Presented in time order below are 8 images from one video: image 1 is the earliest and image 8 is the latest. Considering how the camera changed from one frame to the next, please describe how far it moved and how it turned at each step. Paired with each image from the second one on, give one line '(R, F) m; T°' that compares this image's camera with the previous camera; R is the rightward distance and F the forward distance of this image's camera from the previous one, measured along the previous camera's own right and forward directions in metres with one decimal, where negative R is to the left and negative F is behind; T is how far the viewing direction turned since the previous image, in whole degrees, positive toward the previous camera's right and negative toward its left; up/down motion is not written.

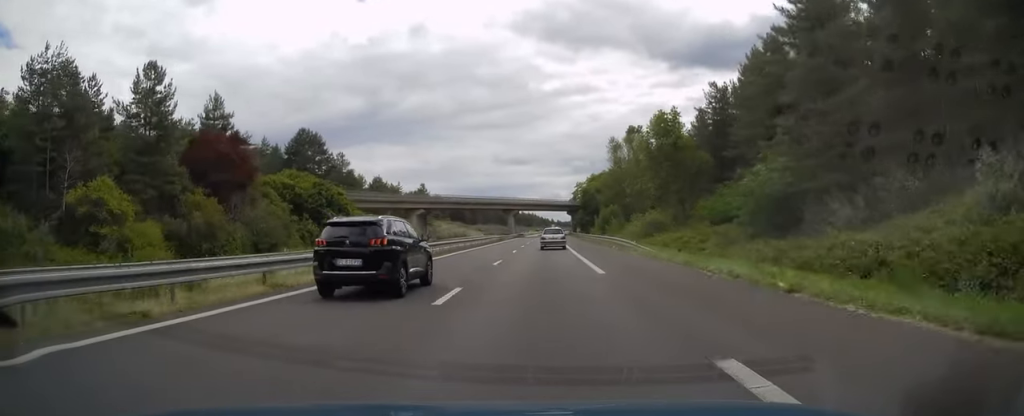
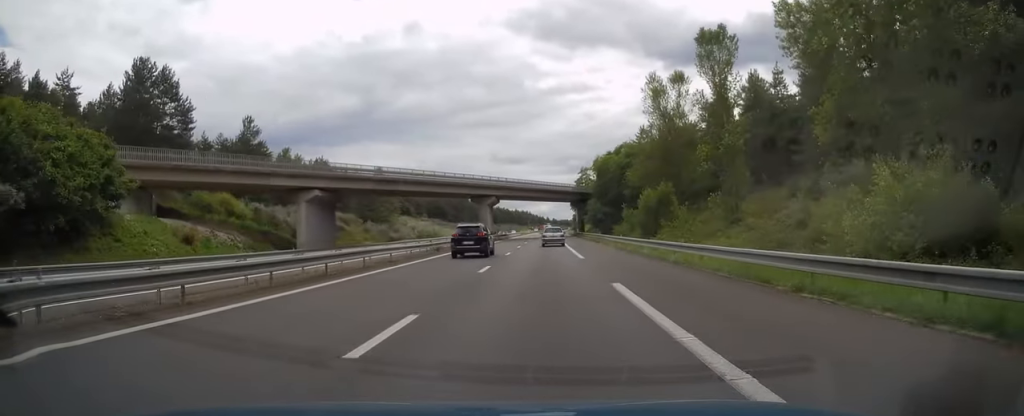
(+0.1, +43.8) m; +1°
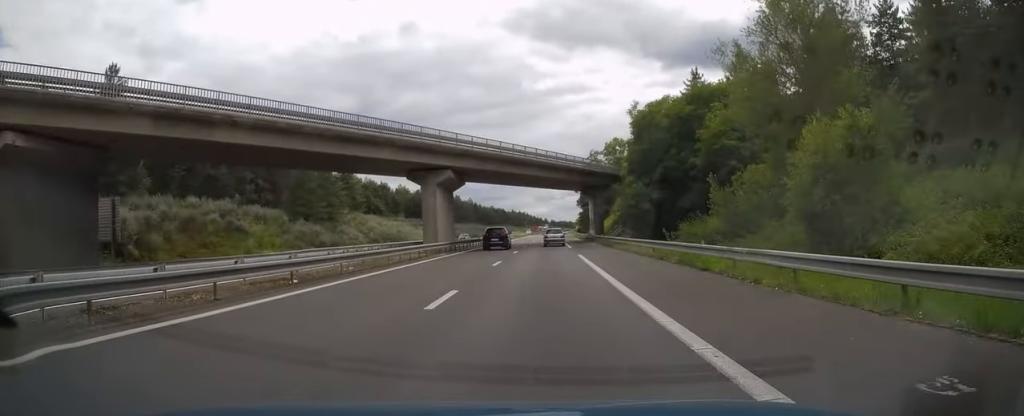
(+0.2, +34.9) m; 0°
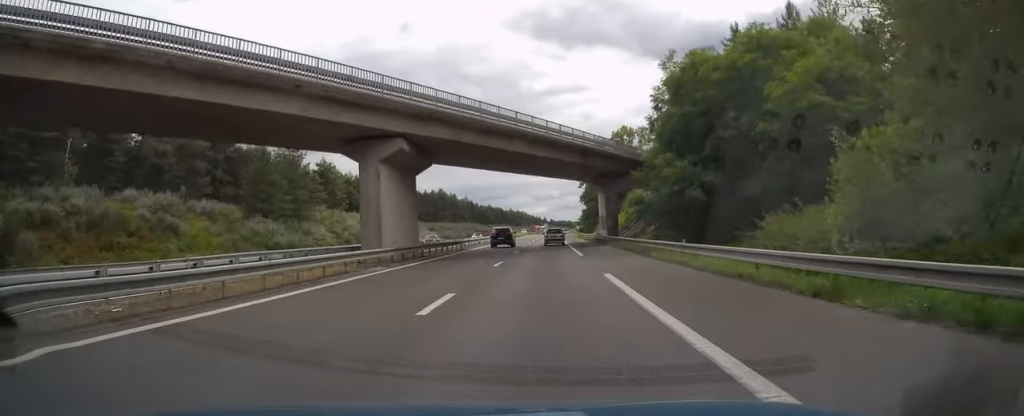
(0.0, +13.8) m; 0°
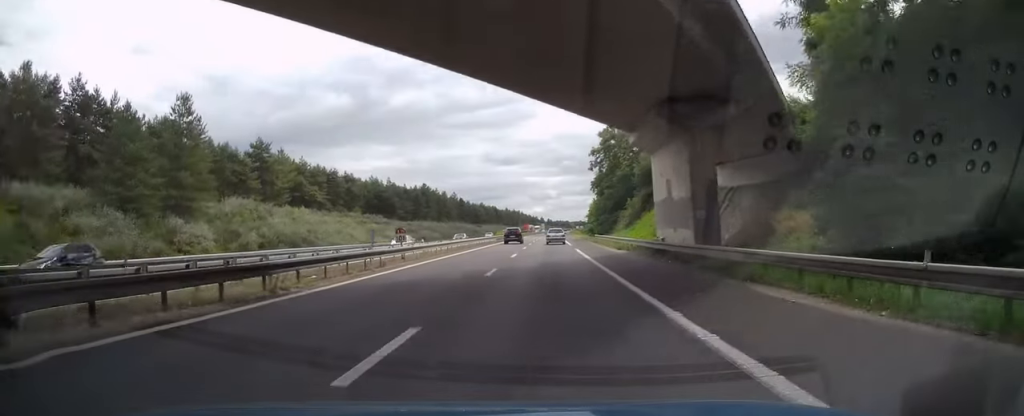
(0.0, +30.5) m; 0°
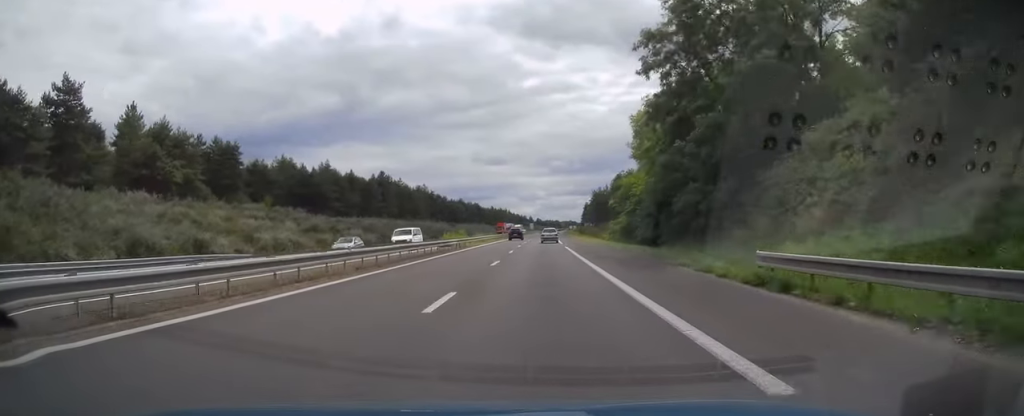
(+0.1, +47.3) m; +1°
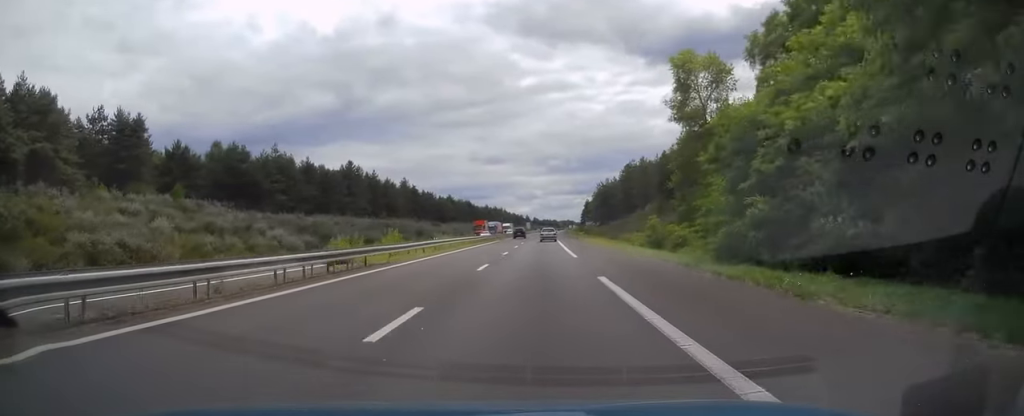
(+0.3, +28.6) m; +1°
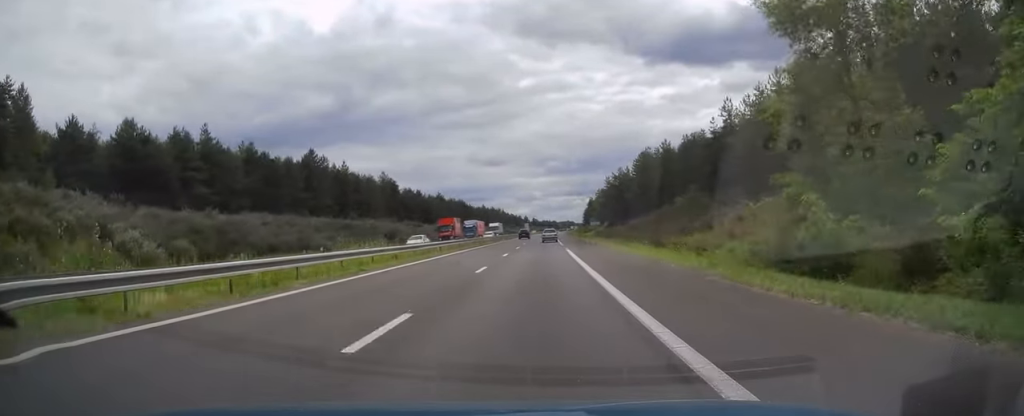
(+0.1, +26.6) m; 0°
